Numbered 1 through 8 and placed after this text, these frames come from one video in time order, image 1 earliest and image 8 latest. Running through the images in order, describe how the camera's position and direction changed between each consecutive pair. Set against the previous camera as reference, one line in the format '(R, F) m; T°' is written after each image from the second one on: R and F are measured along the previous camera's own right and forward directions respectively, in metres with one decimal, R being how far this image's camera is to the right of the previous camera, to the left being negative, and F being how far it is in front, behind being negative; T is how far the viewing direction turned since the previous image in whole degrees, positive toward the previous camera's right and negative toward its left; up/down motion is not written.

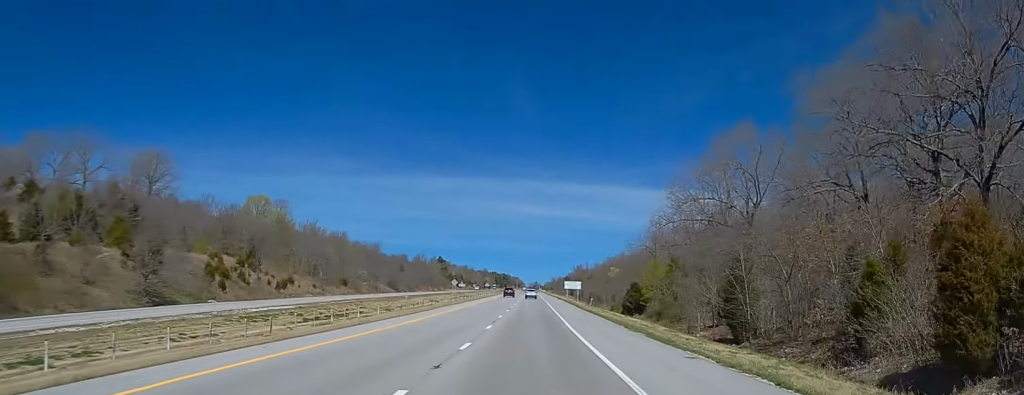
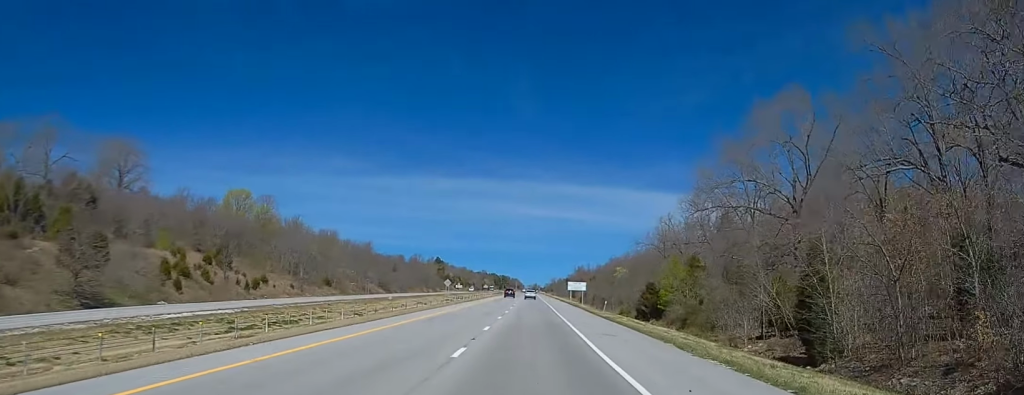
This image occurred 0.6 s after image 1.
(-0.1, +14.7) m; +1°
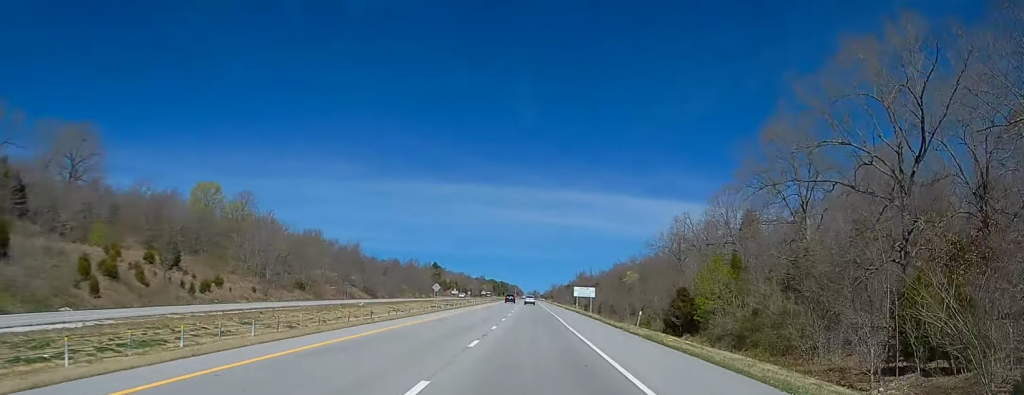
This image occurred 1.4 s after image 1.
(+0.5, +20.2) m; 0°
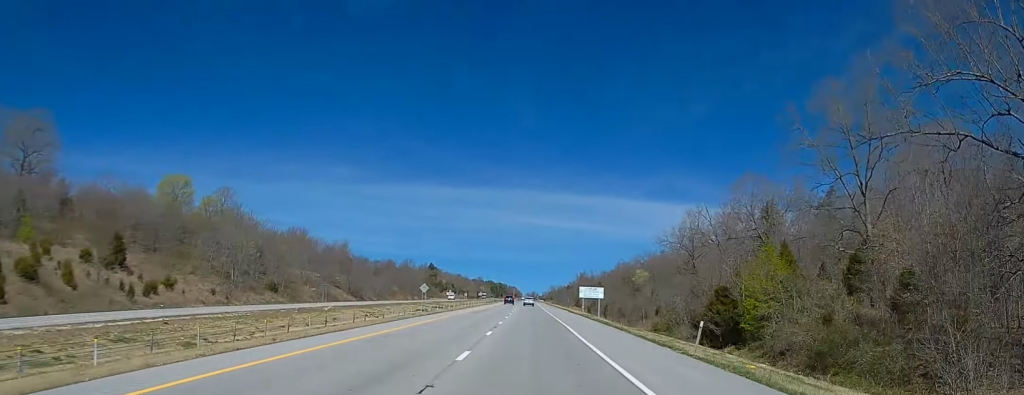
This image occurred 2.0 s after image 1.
(-0.1, +16.1) m; 0°
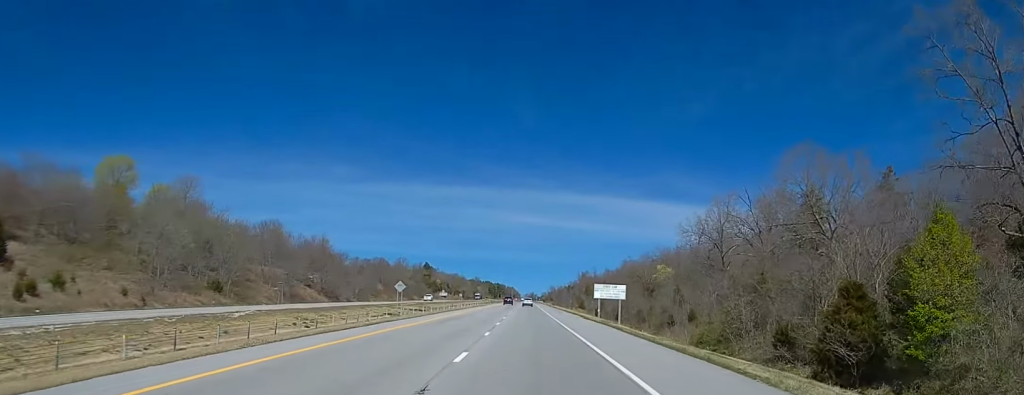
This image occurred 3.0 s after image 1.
(-0.4, +25.2) m; -1°
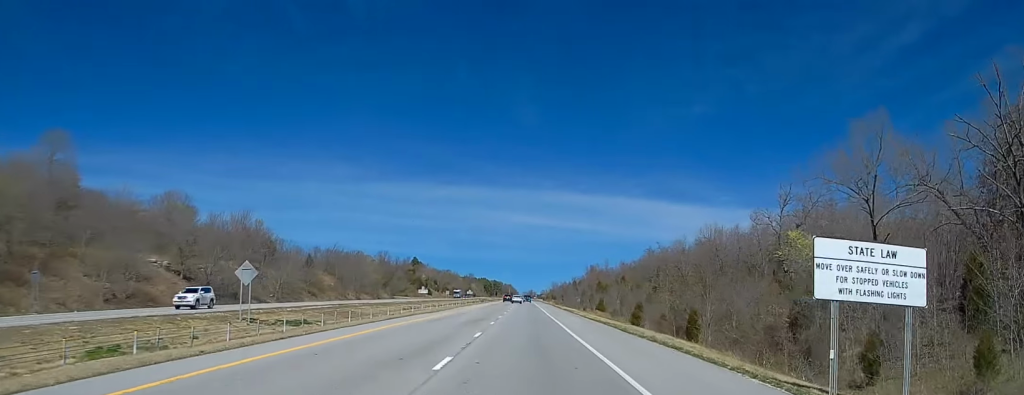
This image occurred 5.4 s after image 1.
(+1.1, +62.4) m; +2°
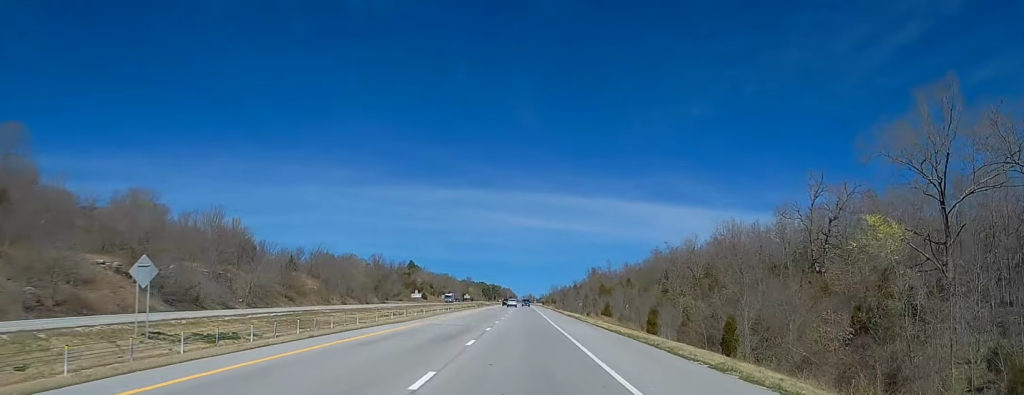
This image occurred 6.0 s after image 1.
(-0.1, +14.6) m; 0°
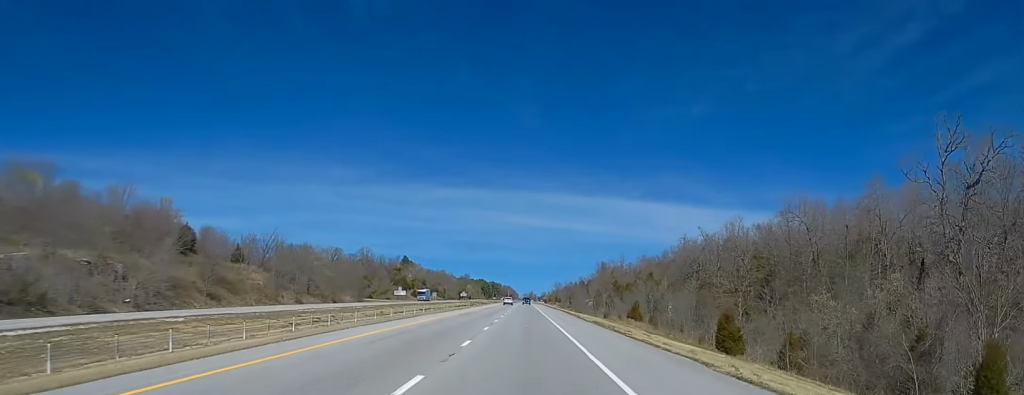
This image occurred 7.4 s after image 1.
(-0.5, +37.3) m; -1°
